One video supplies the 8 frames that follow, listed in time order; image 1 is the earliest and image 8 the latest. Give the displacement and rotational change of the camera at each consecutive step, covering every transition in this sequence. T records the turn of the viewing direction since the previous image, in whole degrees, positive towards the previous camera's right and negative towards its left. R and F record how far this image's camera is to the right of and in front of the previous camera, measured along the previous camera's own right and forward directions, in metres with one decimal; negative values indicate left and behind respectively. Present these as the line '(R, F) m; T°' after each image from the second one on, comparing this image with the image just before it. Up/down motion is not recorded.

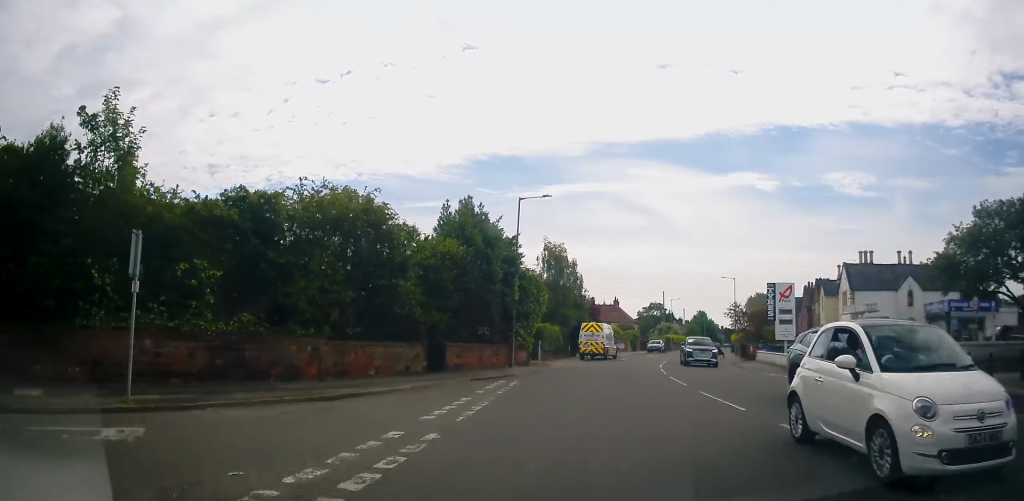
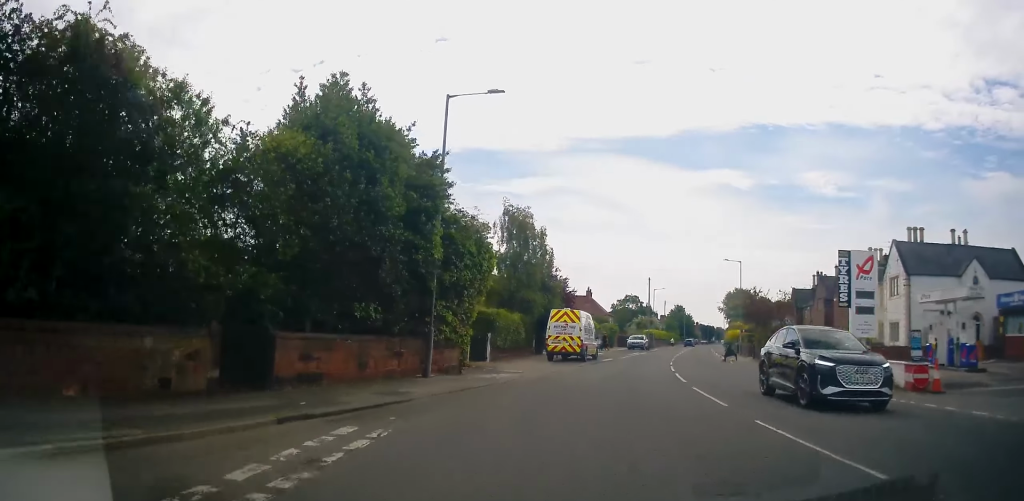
(-0.5, +12.0) m; +3°
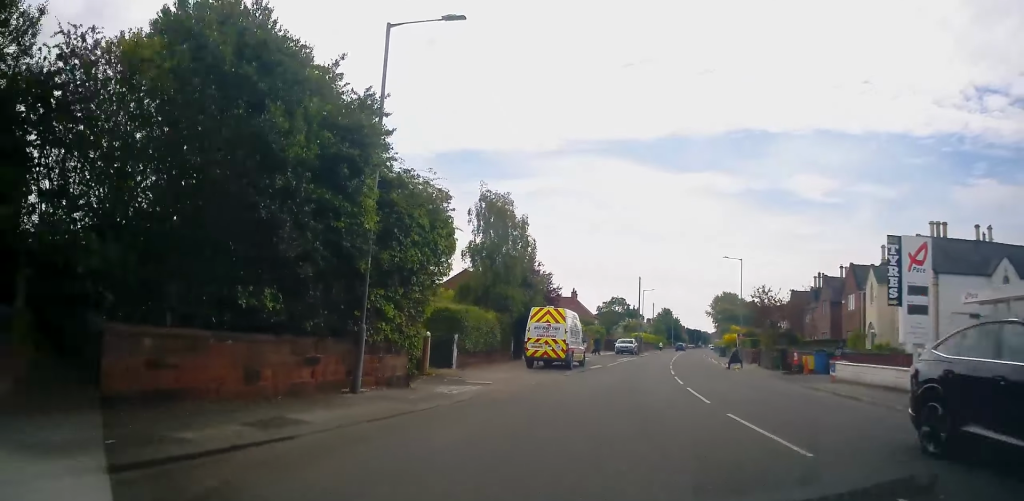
(+0.5, +4.5) m; +2°
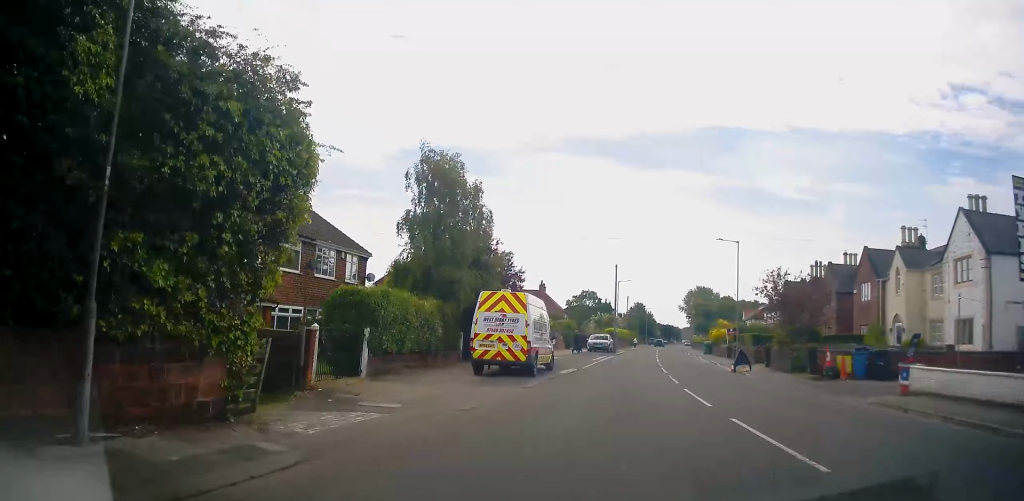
(+0.4, +7.1) m; +3°
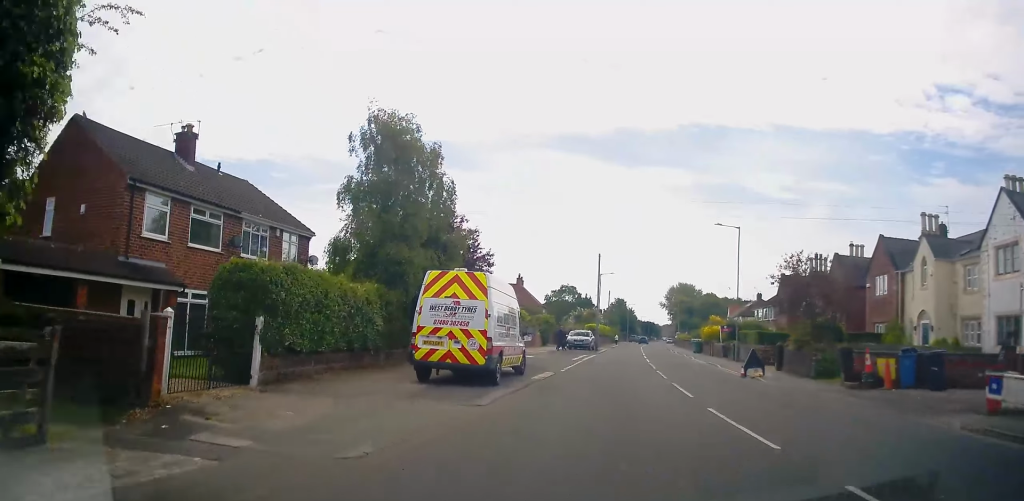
(-0.2, +4.8) m; +1°
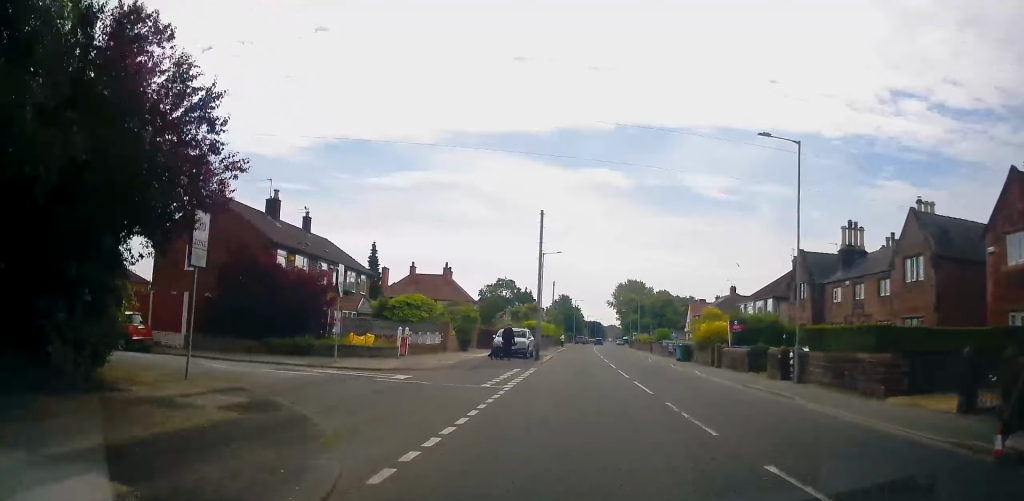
(+0.8, +16.9) m; +4°
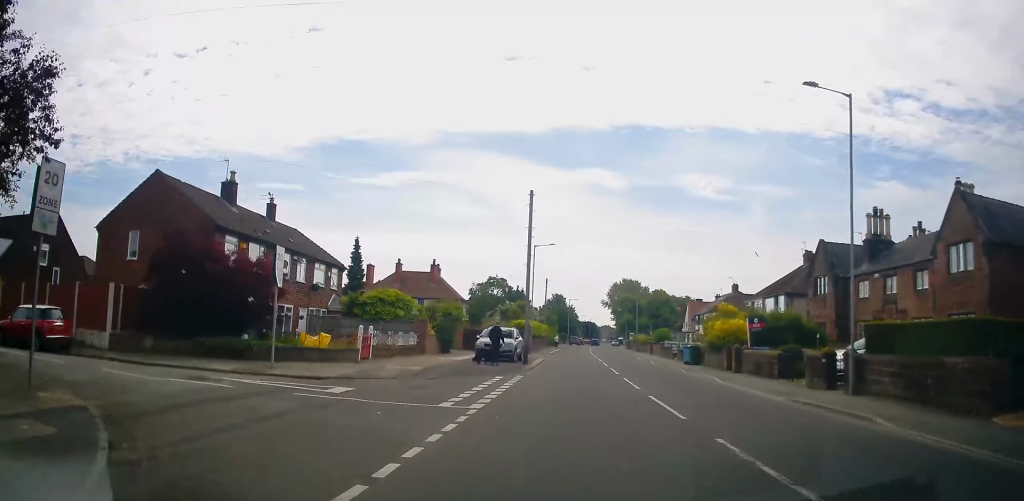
(-0.1, +4.2) m; +1°
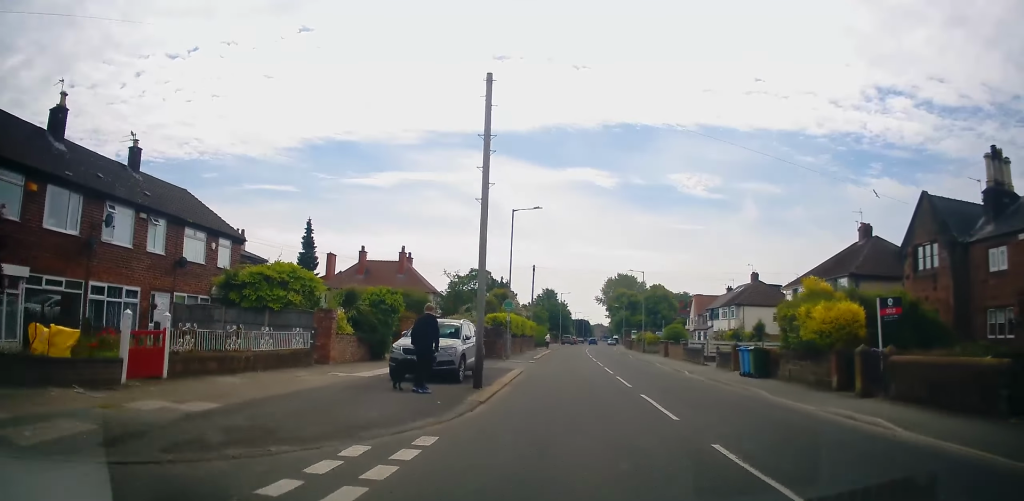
(+0.5, +12.4) m; +4°
